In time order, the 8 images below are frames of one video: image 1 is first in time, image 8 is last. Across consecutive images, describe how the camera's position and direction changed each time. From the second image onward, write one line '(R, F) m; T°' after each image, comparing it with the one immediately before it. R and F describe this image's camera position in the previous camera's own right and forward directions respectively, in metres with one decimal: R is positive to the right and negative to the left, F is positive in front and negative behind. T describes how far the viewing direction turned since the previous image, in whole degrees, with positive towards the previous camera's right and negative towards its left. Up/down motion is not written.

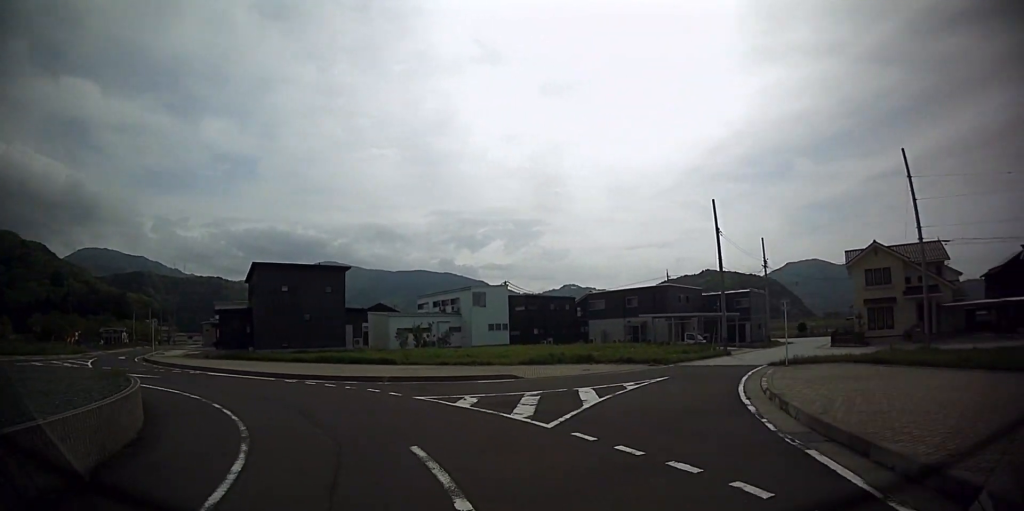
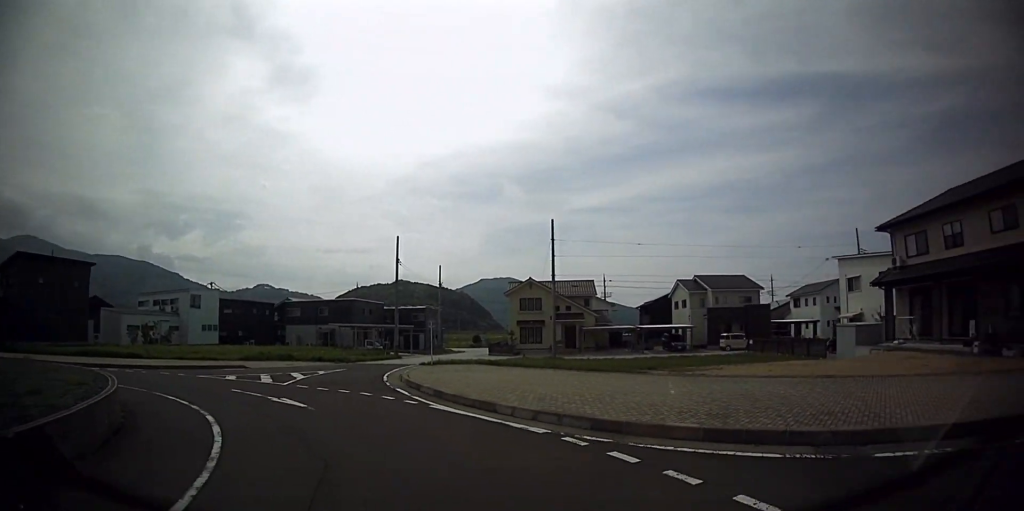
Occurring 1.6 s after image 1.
(+1.6, +6.2) m; +31°
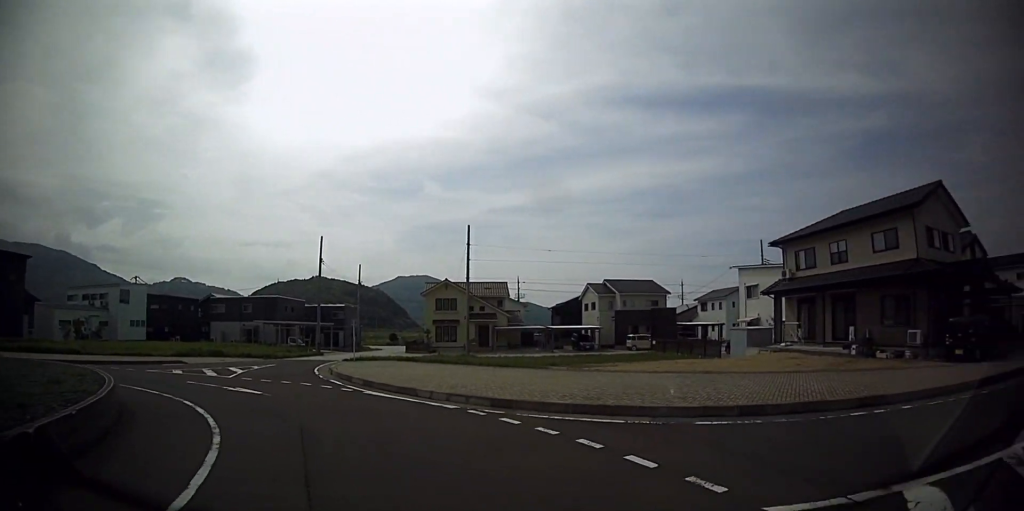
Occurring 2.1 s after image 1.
(+0.1, +1.7) m; +5°
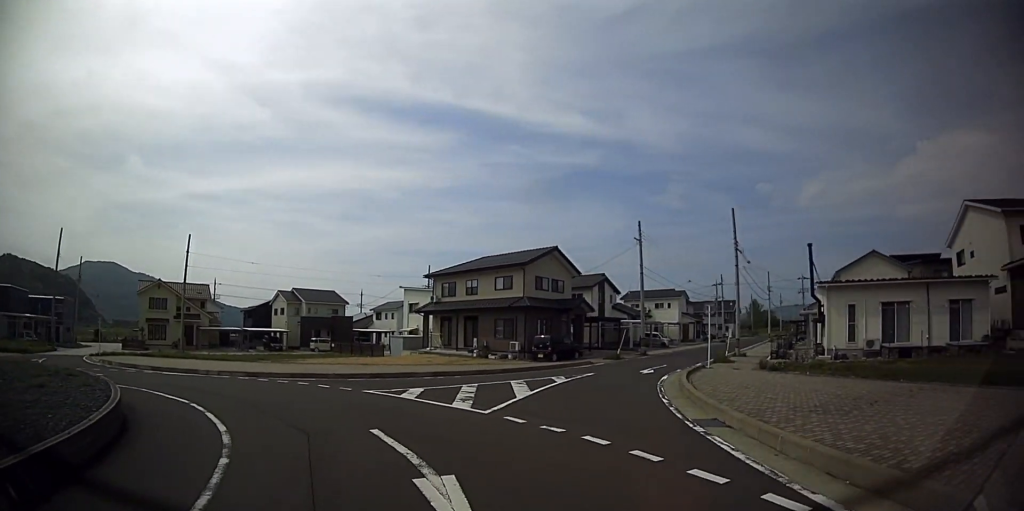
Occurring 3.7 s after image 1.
(+1.5, +5.7) m; +49°
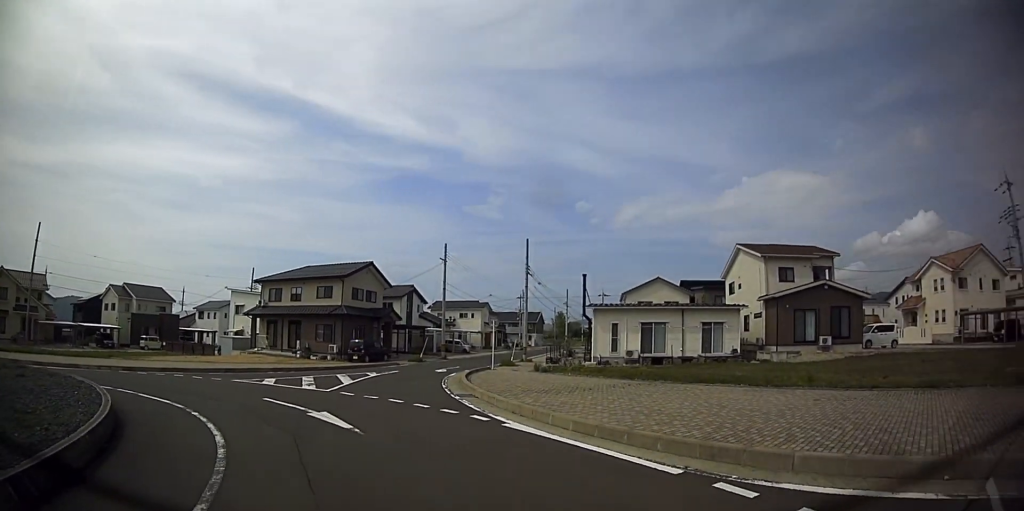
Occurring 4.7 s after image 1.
(+1.3, +4.0) m; +29°
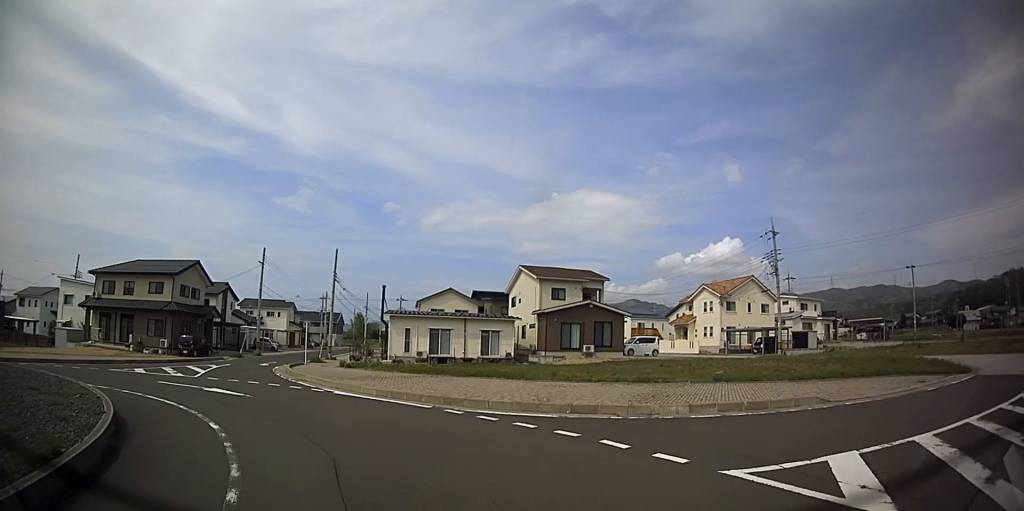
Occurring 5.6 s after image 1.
(+0.8, +4.5) m; +21°
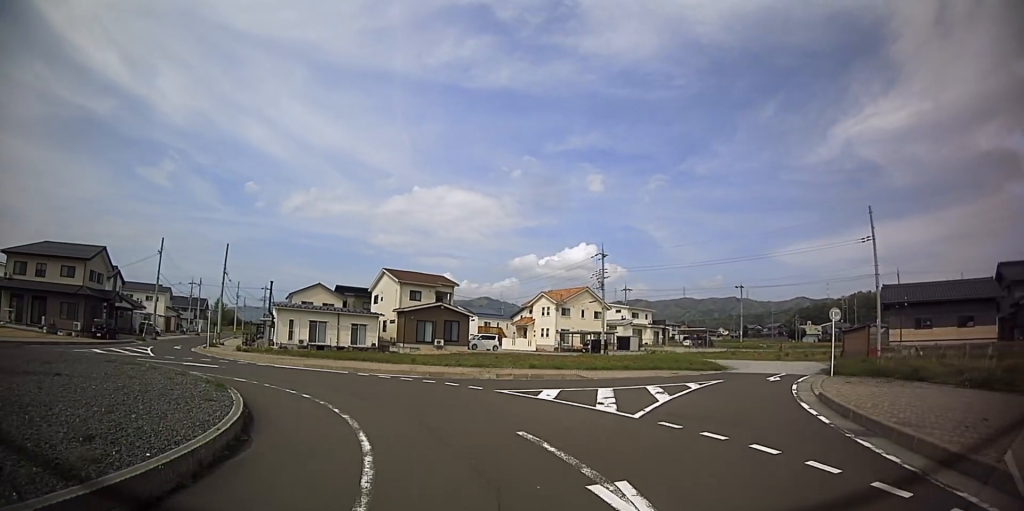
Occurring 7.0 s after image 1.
(+1.1, +7.1) m; +6°
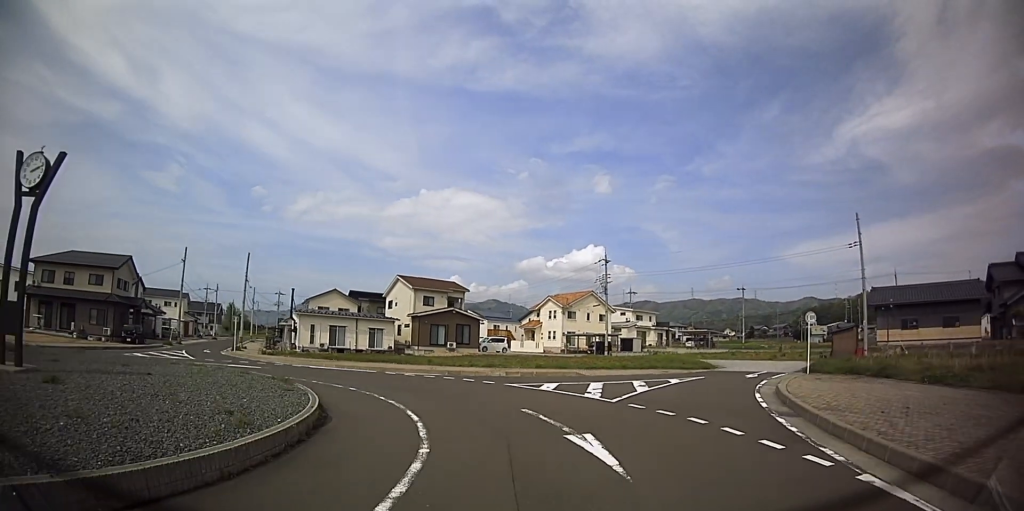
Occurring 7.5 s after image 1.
(-0.1, +2.5) m; -1°
